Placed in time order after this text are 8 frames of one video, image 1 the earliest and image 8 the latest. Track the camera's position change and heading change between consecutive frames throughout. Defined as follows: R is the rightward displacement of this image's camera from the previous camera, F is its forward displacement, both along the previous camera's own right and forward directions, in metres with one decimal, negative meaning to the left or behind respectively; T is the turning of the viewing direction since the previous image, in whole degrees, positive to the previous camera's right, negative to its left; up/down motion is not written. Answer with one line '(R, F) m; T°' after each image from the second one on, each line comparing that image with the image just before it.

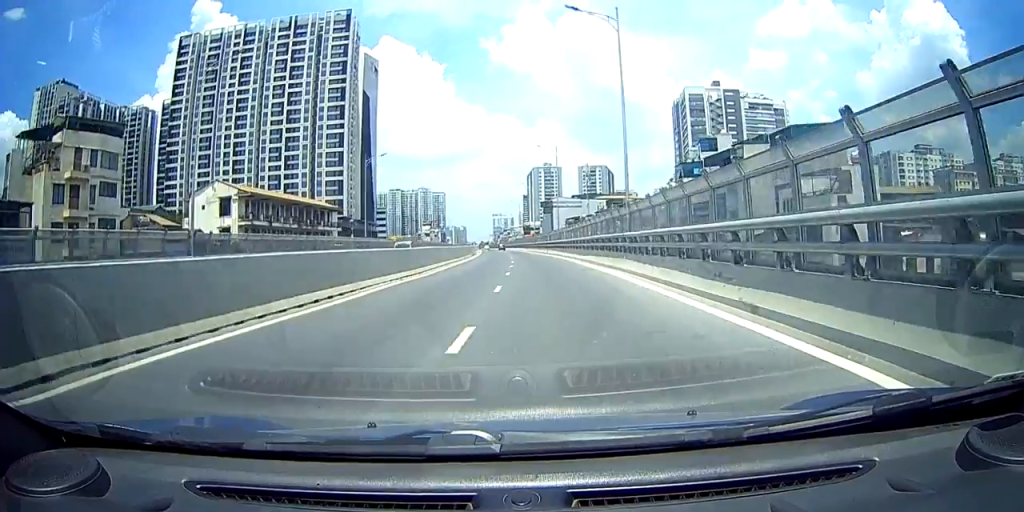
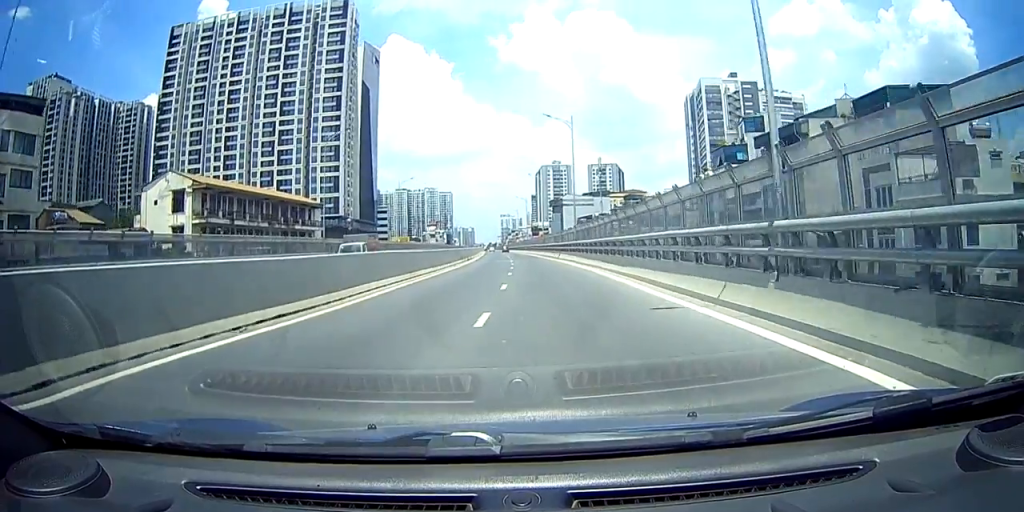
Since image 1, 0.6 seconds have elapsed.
(0.0, +11.8) m; -1°
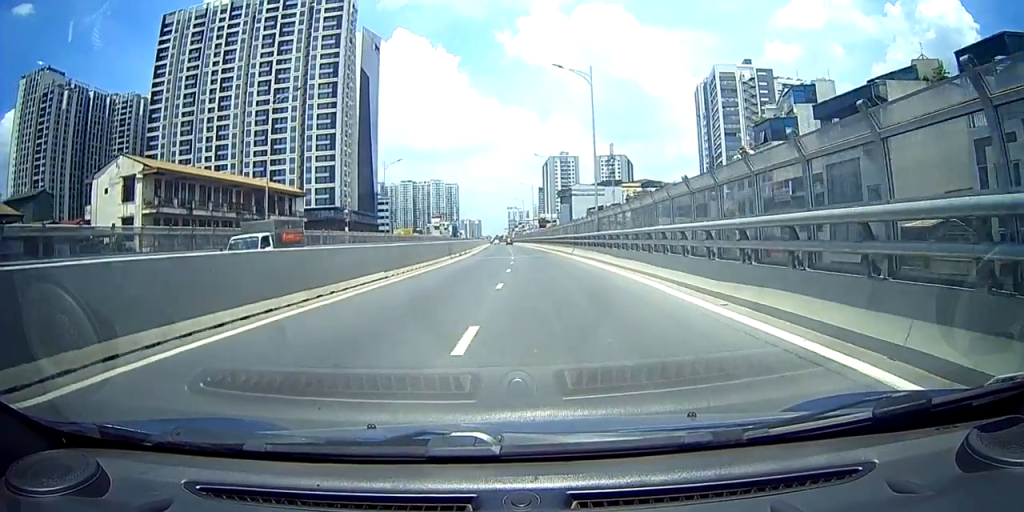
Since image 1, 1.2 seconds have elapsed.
(0.0, +9.6) m; -1°
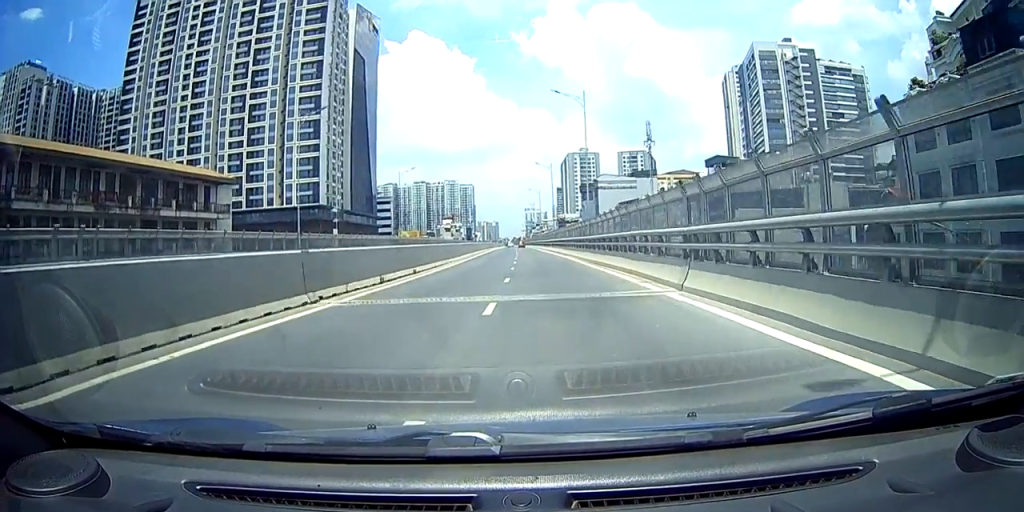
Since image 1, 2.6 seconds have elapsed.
(-1.1, +27.6) m; -3°
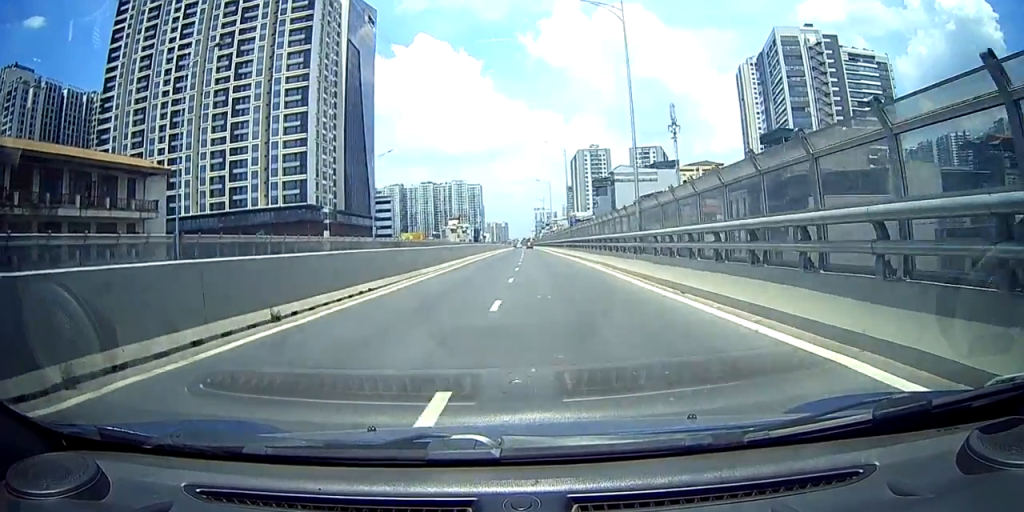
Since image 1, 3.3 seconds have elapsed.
(-0.1, +15.5) m; 0°
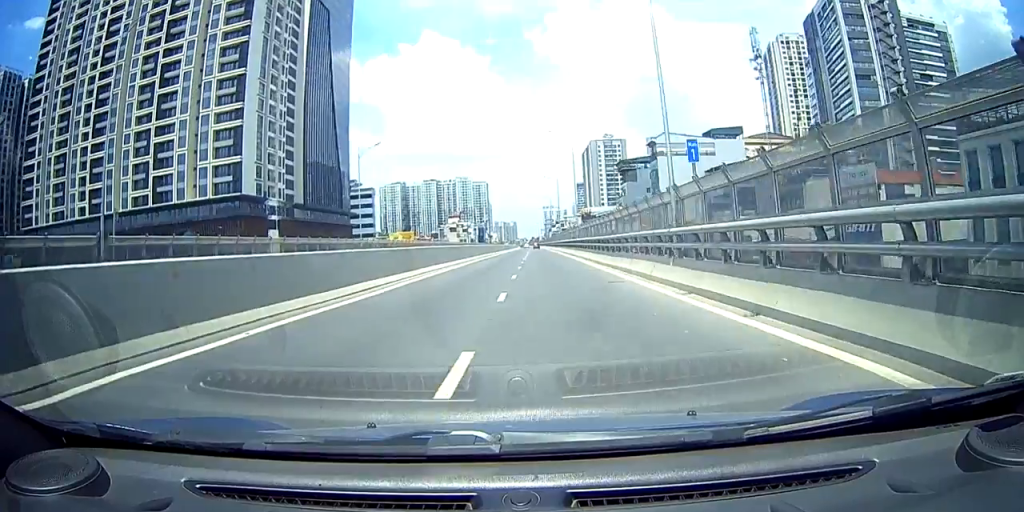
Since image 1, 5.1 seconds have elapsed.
(0.0, +39.5) m; 0°
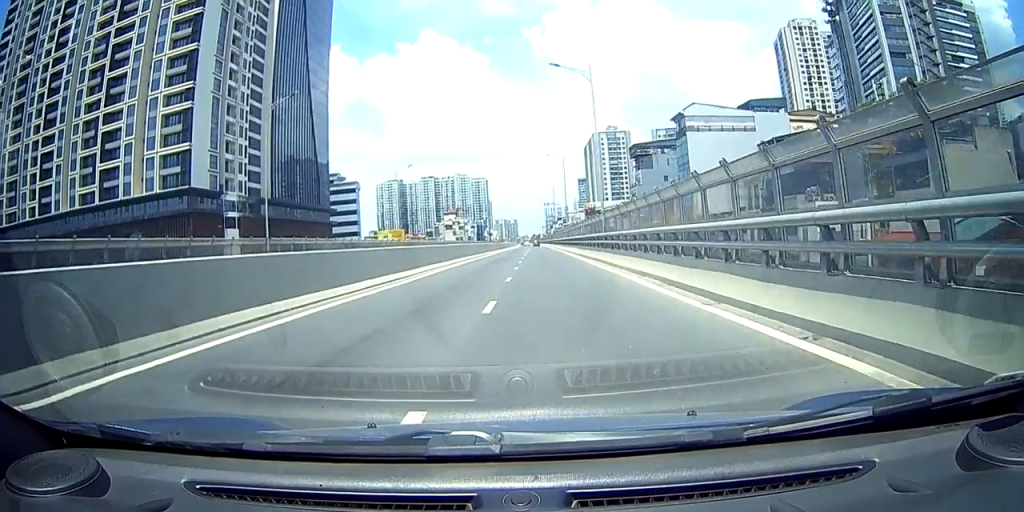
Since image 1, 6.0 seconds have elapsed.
(0.0, +19.6) m; 0°
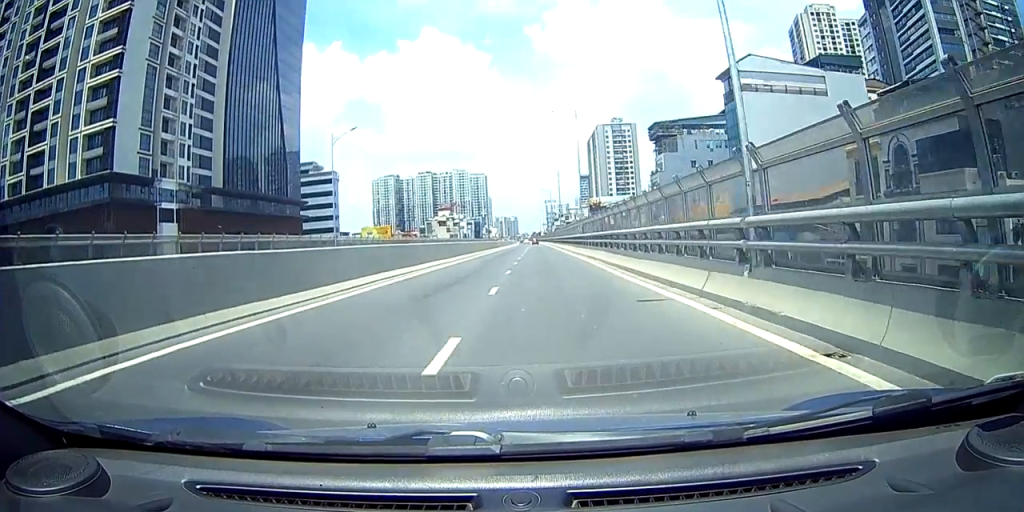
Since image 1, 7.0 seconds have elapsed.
(0.0, +21.4) m; 0°
